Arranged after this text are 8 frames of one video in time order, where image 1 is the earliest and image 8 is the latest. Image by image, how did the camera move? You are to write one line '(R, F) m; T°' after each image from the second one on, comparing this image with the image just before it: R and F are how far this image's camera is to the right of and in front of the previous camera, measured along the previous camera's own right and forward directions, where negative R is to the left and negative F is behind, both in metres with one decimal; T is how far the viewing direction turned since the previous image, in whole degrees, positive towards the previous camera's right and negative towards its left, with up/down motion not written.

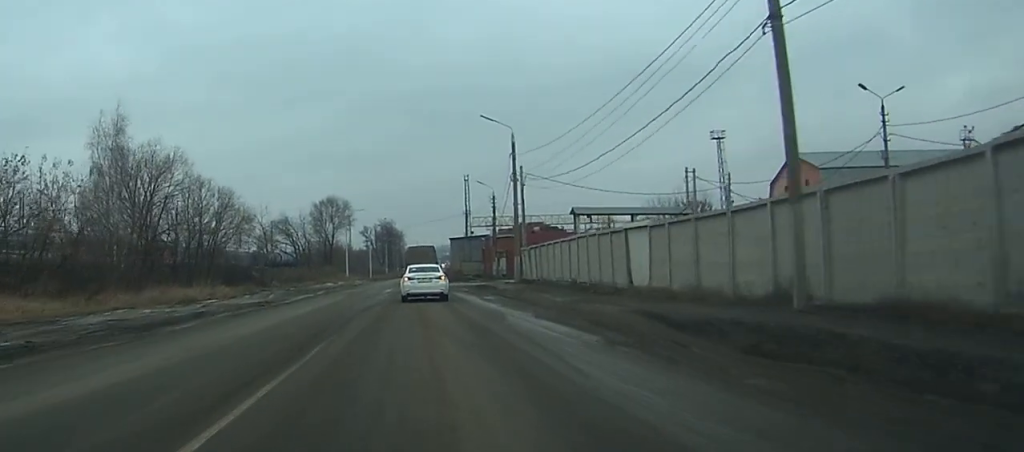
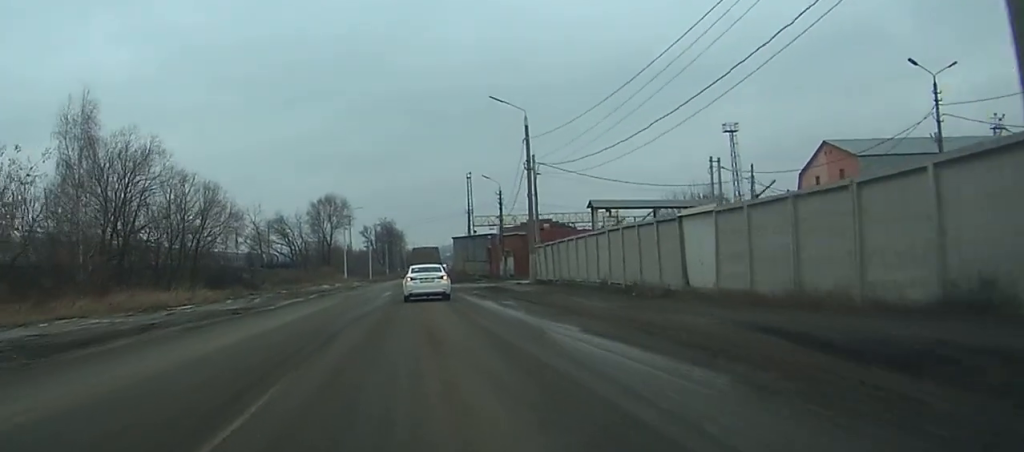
(0.0, +5.6) m; 0°
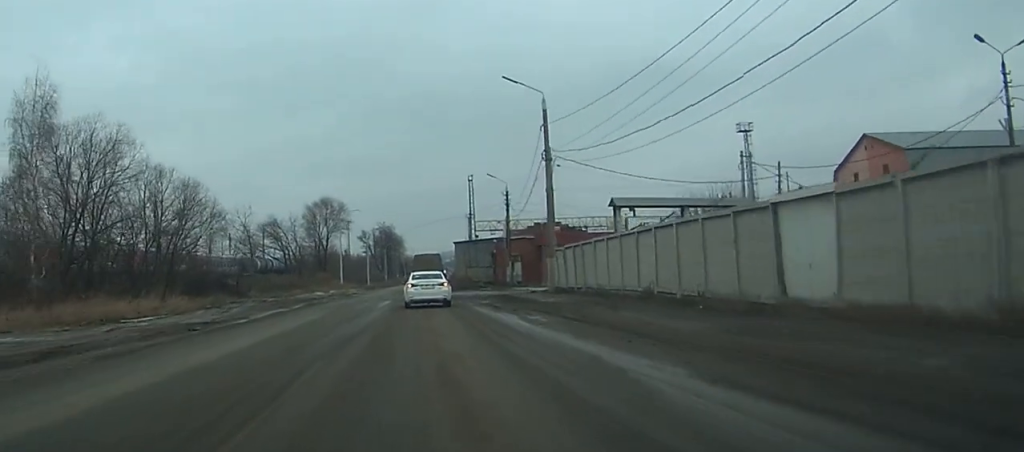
(0.0, +6.1) m; 0°
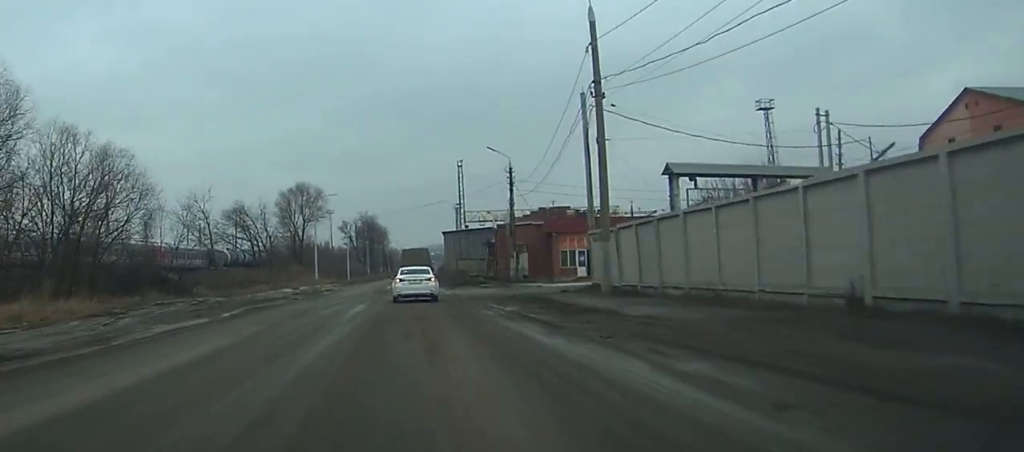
(0.0, +13.4) m; 0°
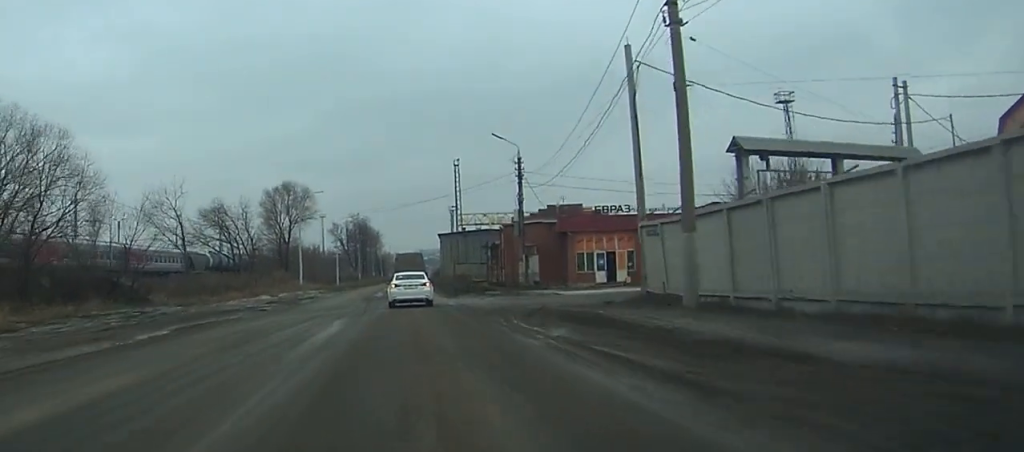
(0.0, +8.5) m; +1°
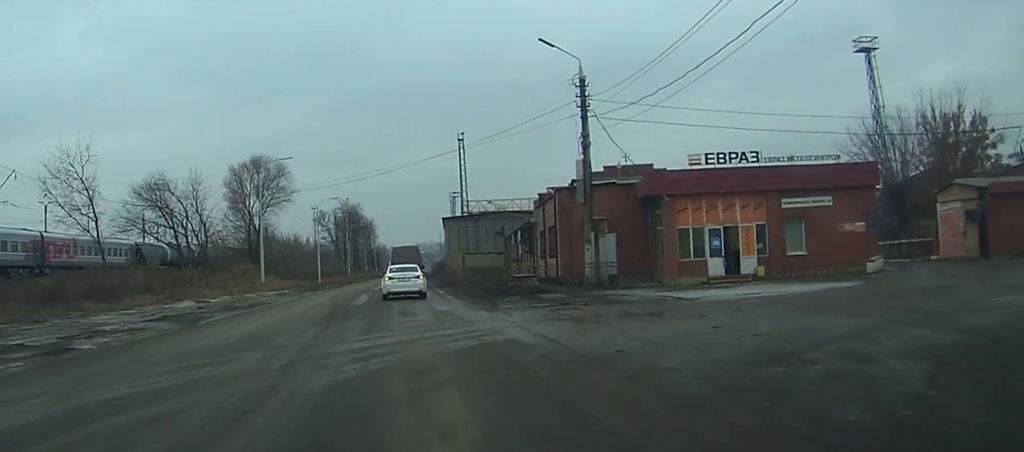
(+0.4, +22.5) m; +1°
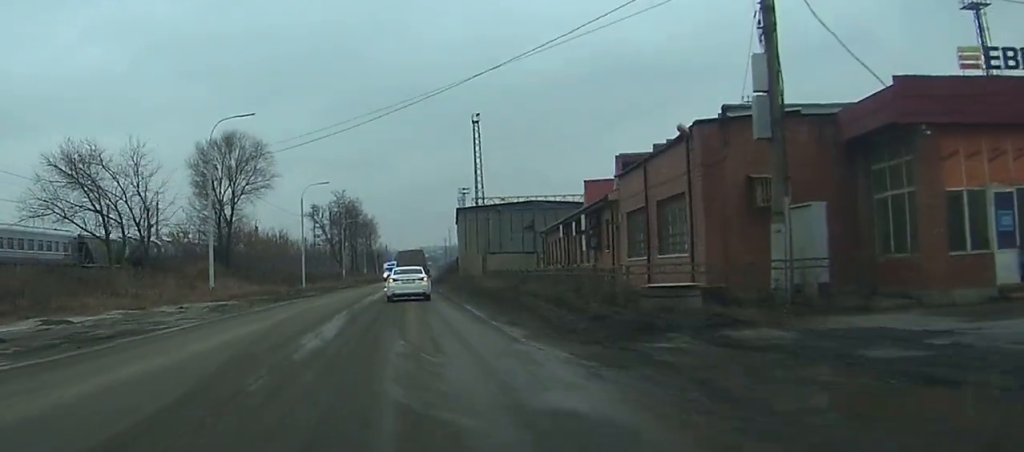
(-0.1, +18.9) m; 0°
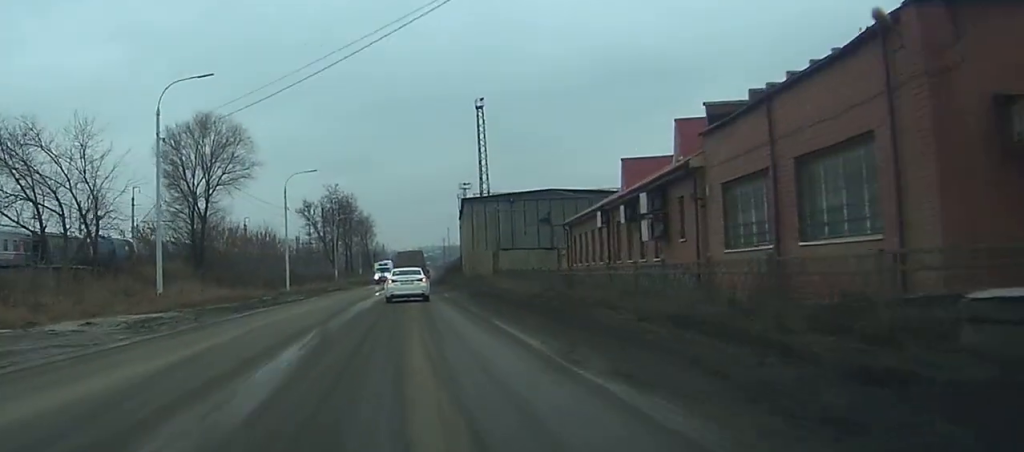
(0.0, +10.0) m; 0°
